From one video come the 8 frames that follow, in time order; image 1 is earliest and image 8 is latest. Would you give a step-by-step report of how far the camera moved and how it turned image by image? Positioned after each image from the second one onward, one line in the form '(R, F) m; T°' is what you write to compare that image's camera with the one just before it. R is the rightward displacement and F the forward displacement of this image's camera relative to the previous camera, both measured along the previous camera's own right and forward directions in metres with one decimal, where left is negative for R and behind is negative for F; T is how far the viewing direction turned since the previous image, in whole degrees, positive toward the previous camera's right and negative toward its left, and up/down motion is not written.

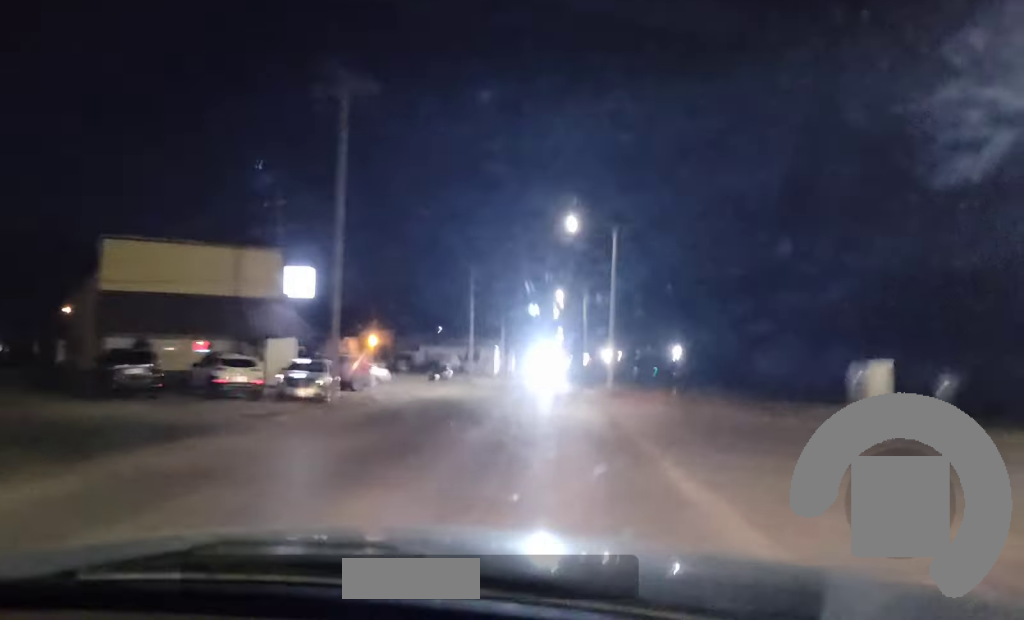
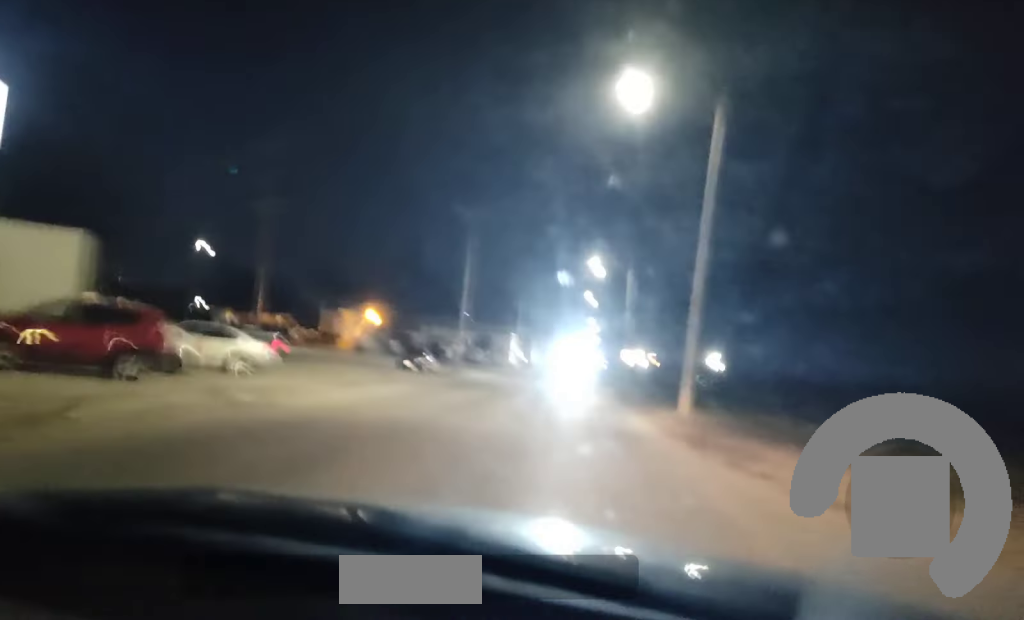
(-0.2, +21.9) m; -1°
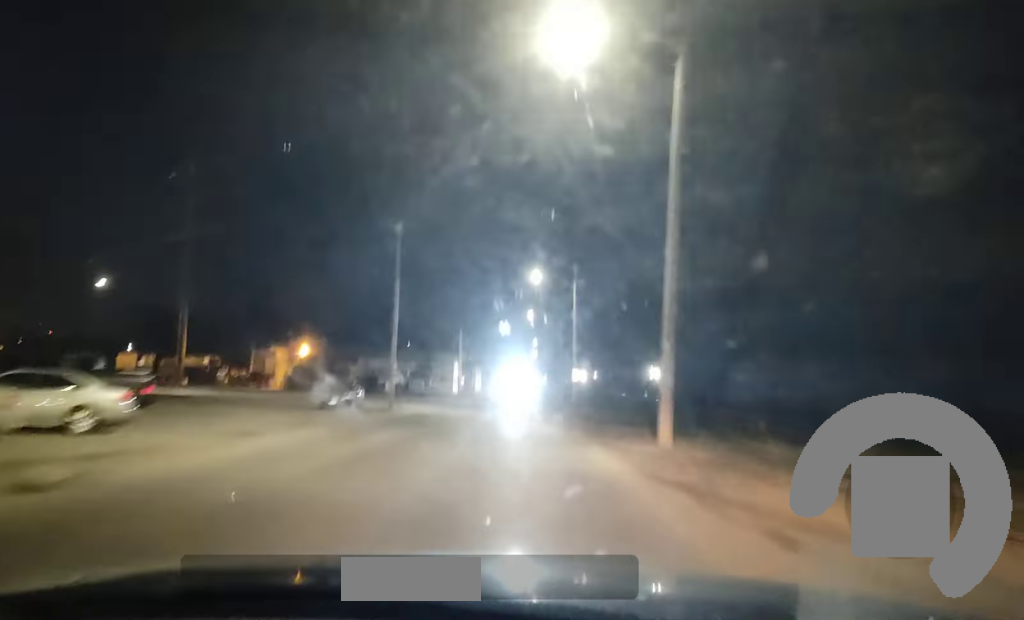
(0.0, +5.9) m; 0°
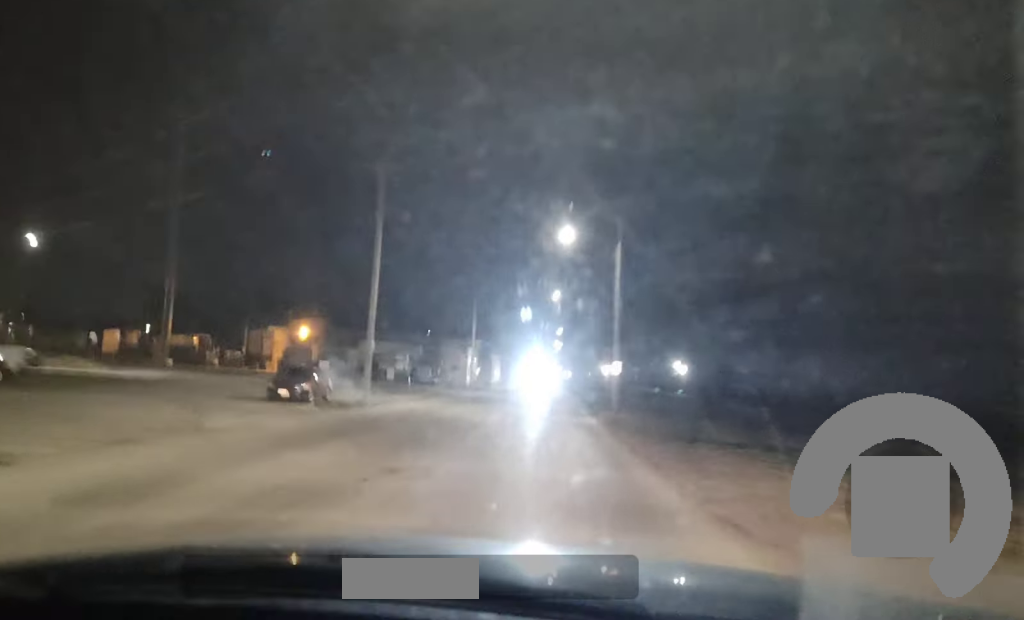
(0.0, +11.8) m; 0°
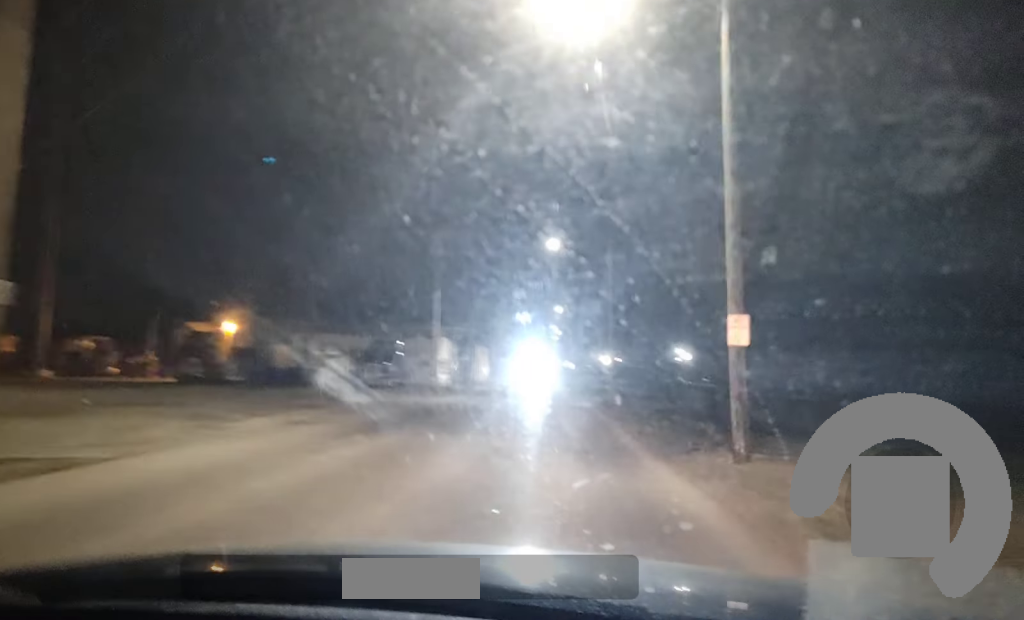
(-0.1, +23.3) m; 0°
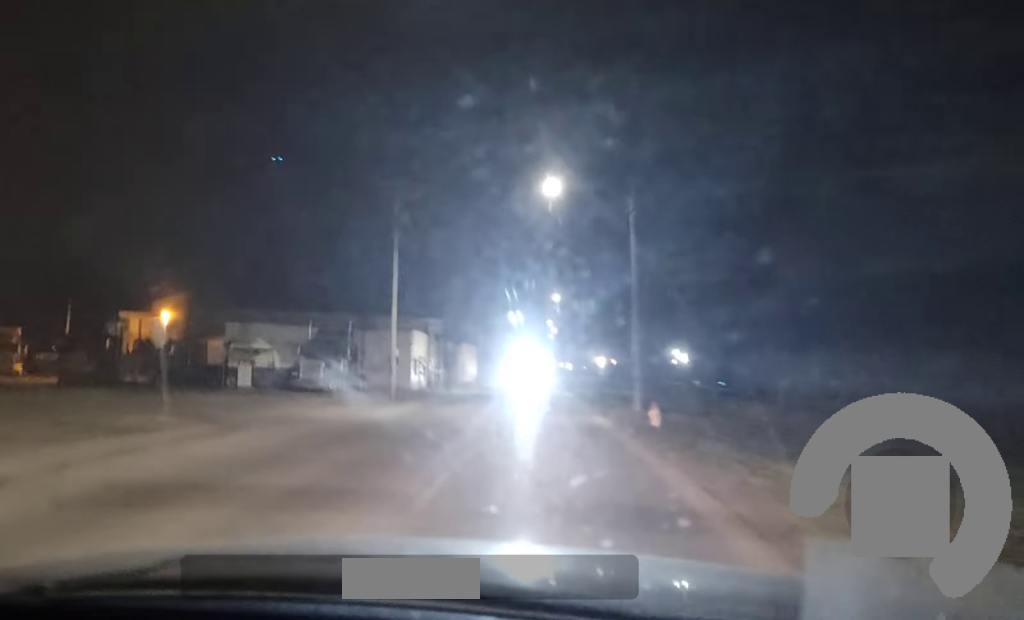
(+0.2, +14.4) m; 0°
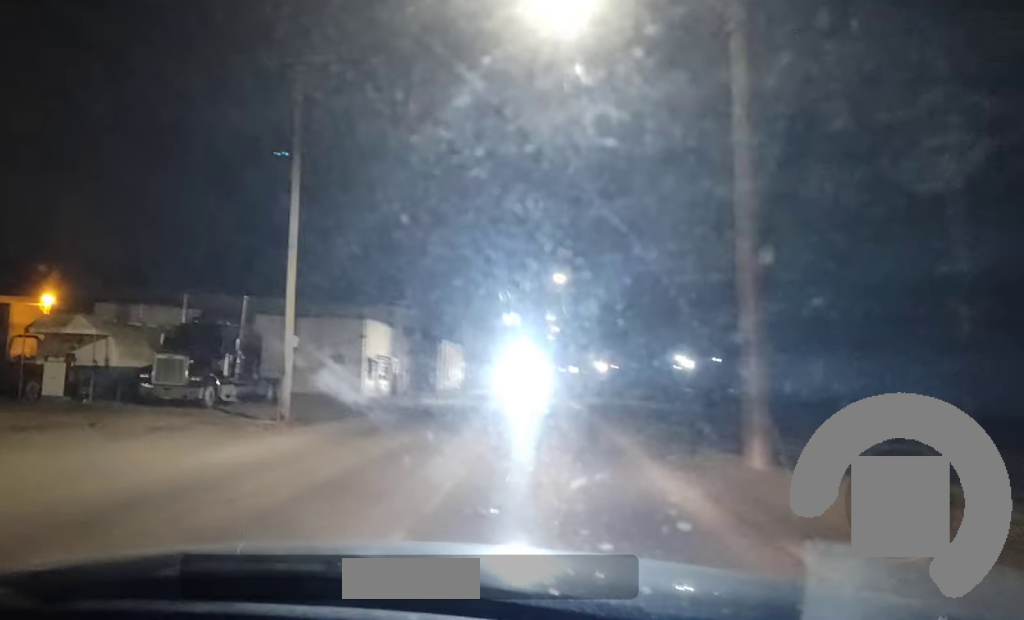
(-0.2, +16.5) m; -1°
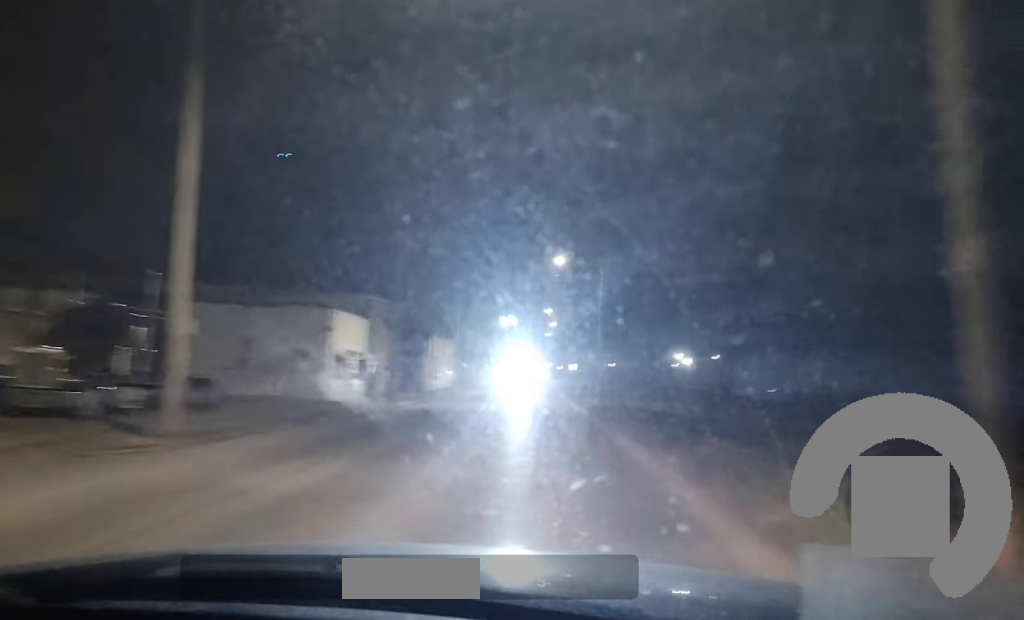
(0.0, +7.1) m; 0°
